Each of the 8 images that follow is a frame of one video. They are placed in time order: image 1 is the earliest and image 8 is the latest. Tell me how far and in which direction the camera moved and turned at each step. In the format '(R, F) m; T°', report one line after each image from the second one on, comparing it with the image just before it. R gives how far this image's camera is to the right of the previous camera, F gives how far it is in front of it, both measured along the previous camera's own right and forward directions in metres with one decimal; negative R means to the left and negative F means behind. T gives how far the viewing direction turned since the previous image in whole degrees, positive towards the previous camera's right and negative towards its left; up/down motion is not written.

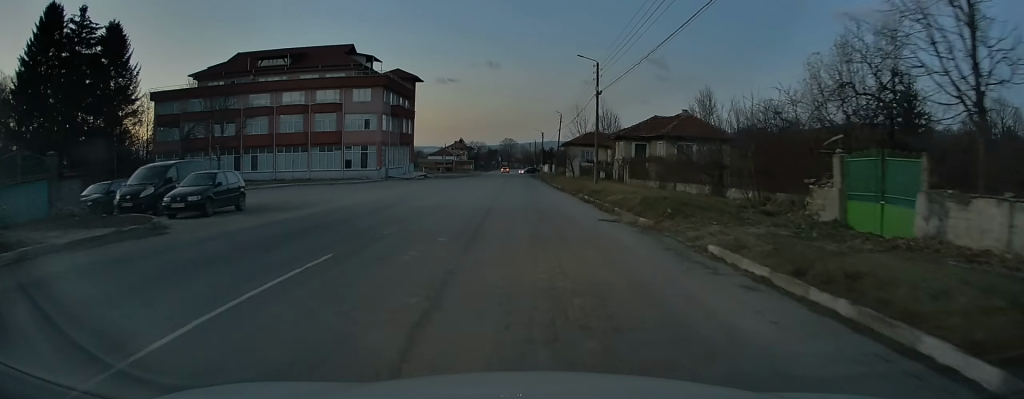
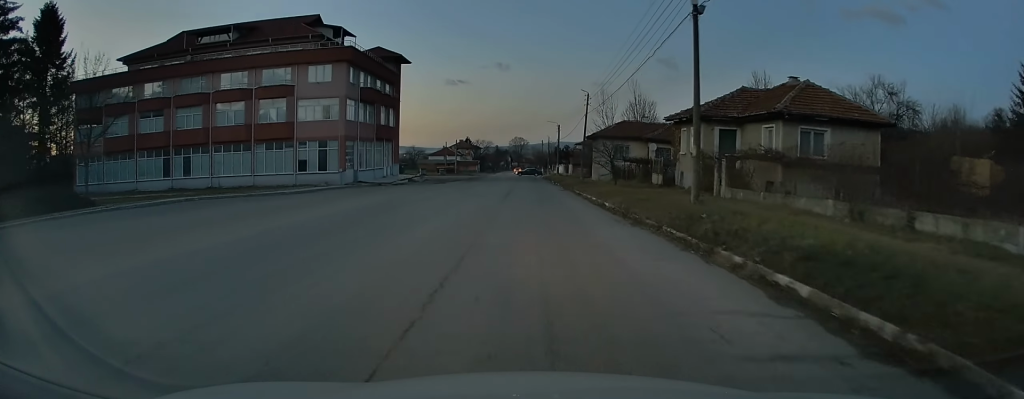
(0.0, +21.0) m; 0°
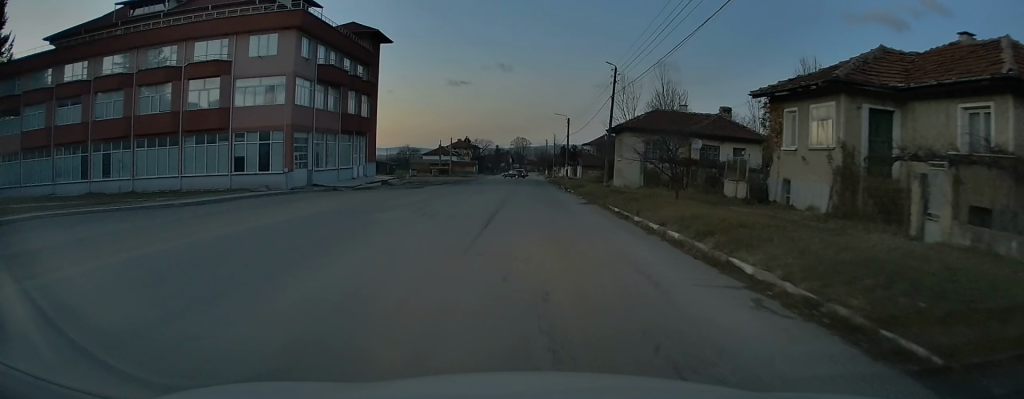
(-0.1, +14.9) m; -1°
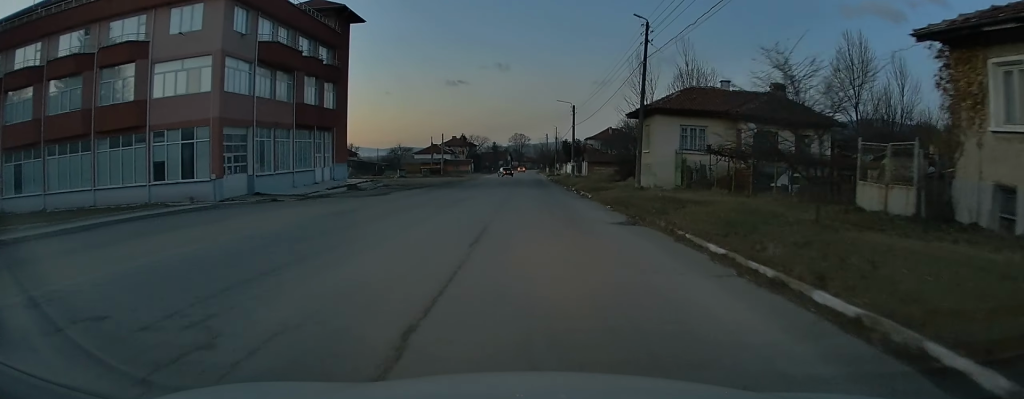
(0.0, +11.4) m; 0°
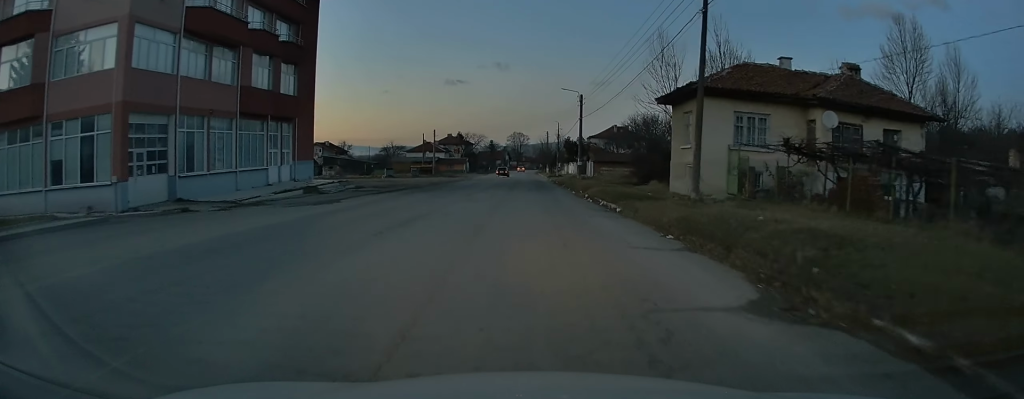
(0.0, +9.6) m; 0°
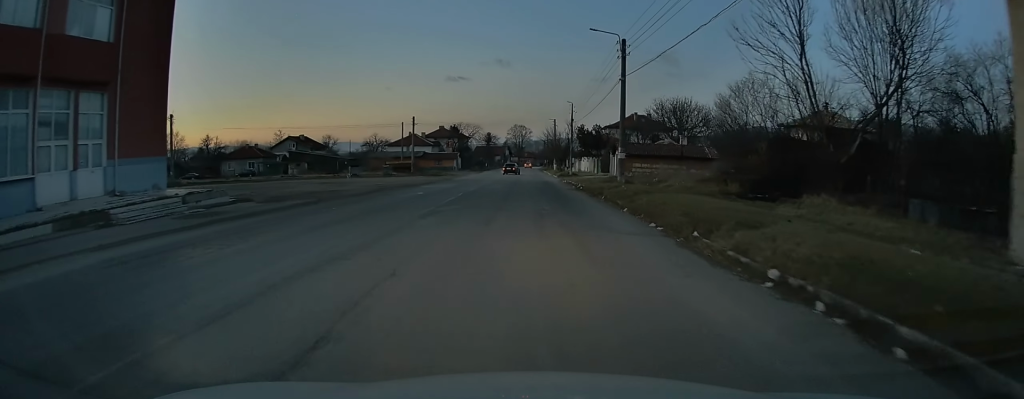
(0.0, +22.8) m; 0°
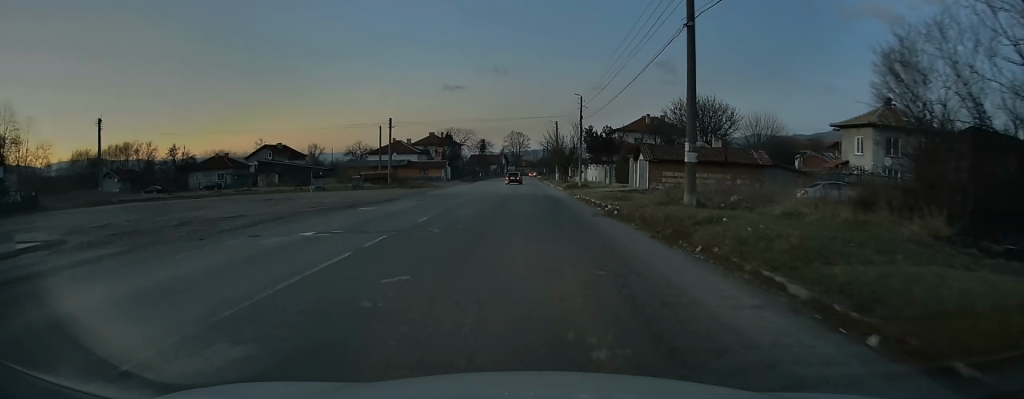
(0.0, +14.1) m; 0°
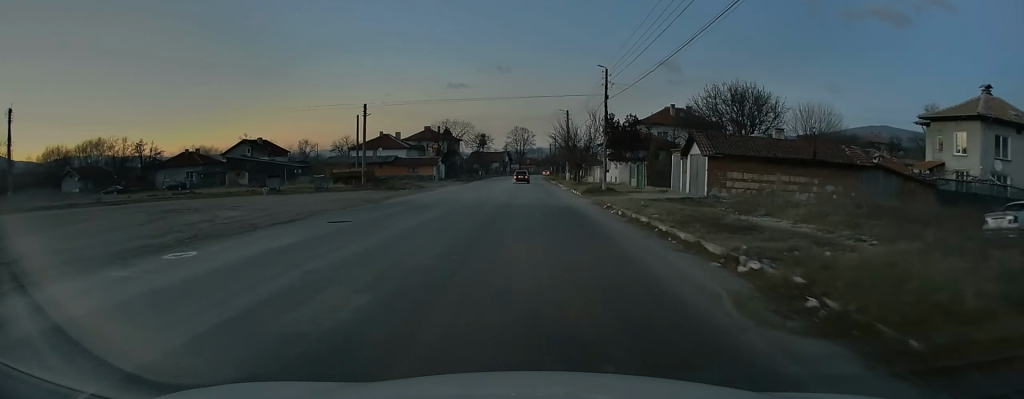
(0.0, +14.0) m; 0°
